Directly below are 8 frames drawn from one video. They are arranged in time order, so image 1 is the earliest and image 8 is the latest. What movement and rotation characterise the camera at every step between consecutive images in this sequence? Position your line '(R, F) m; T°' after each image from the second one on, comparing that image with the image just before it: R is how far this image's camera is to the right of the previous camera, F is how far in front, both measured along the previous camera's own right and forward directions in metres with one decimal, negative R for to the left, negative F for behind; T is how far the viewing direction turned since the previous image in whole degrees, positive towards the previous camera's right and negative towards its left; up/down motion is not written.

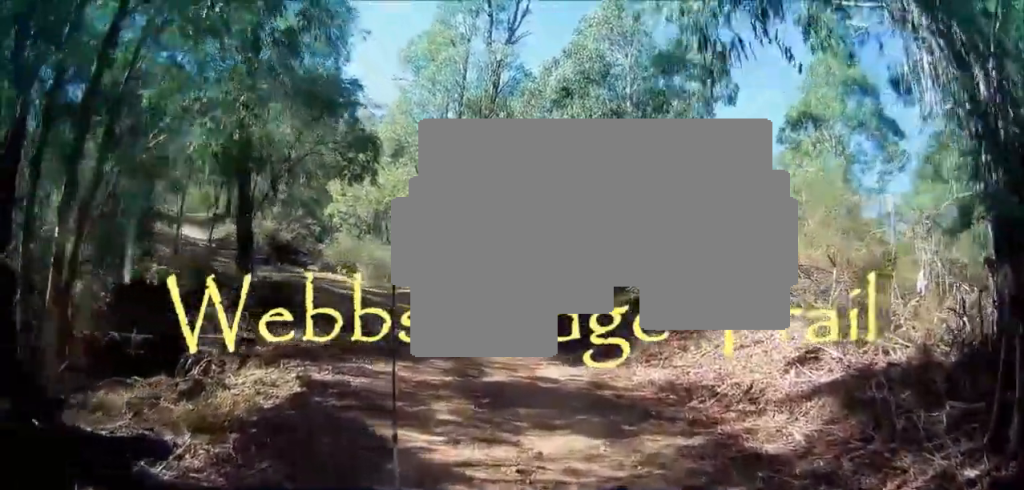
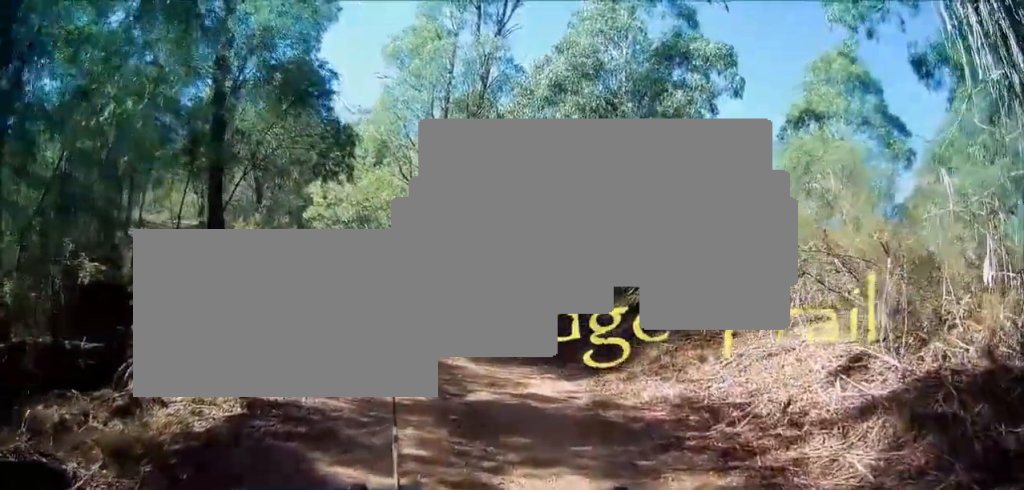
(+0.2, +1.3) m; 0°
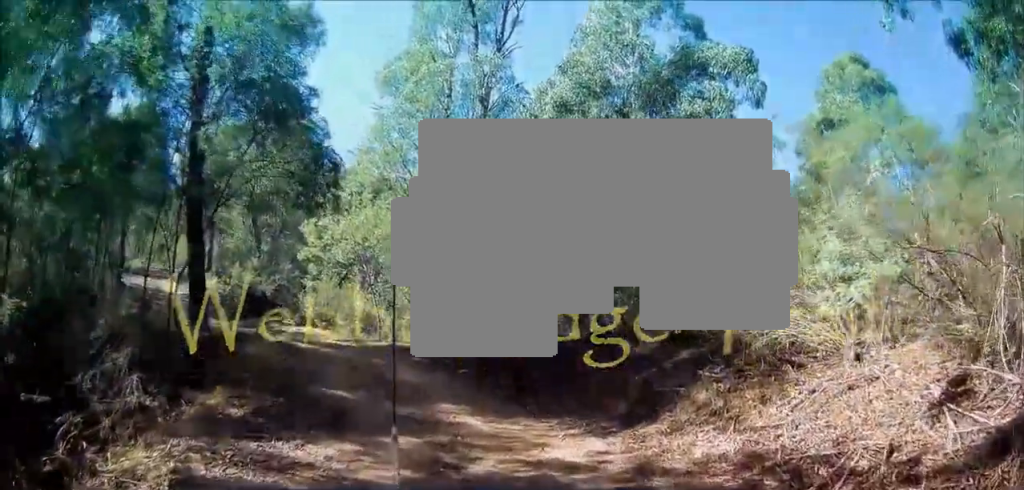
(-0.1, +1.7) m; 0°
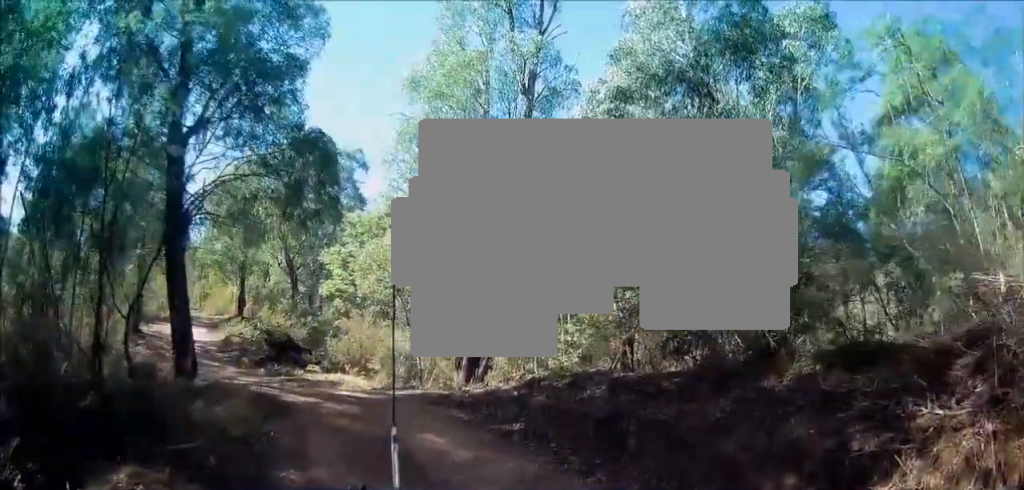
(0.0, +3.5) m; +2°
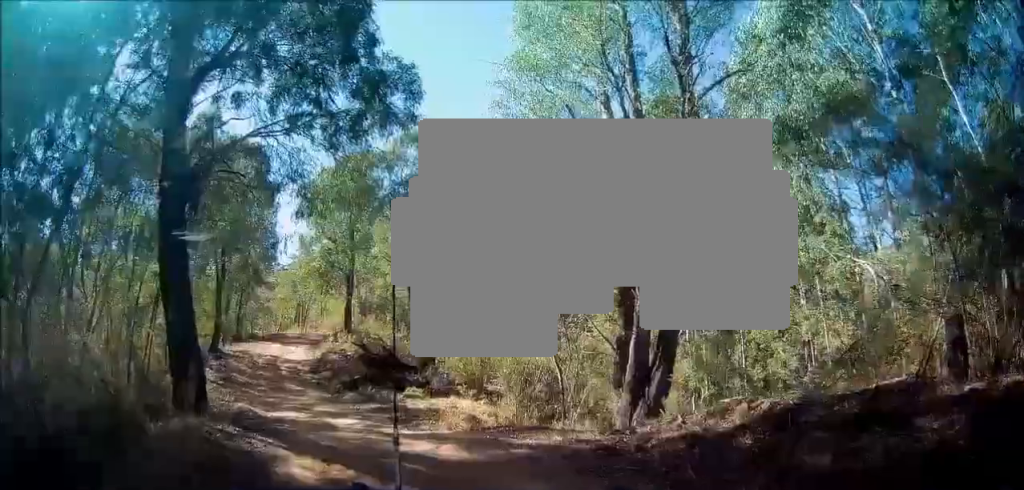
(-0.1, +4.8) m; -7°
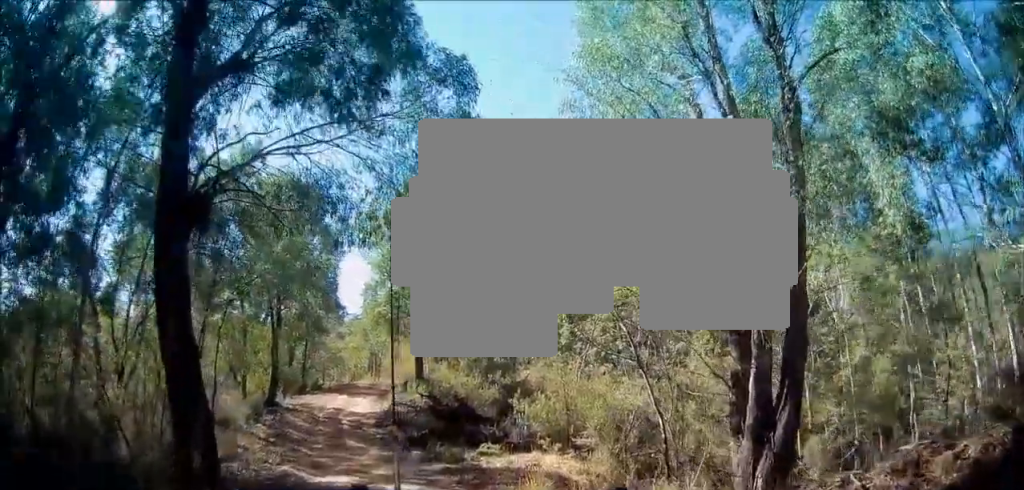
(-0.1, +2.1) m; -9°
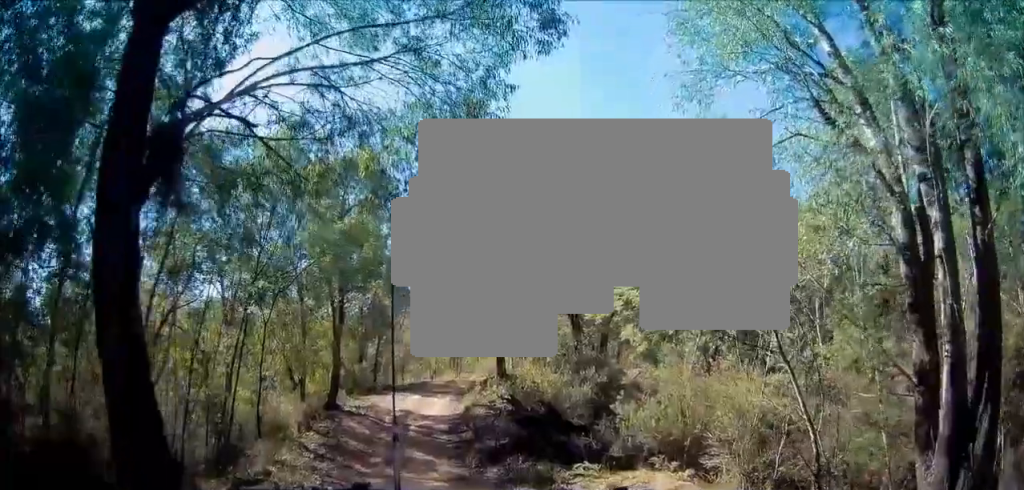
(-0.4, +3.3) m; -5°
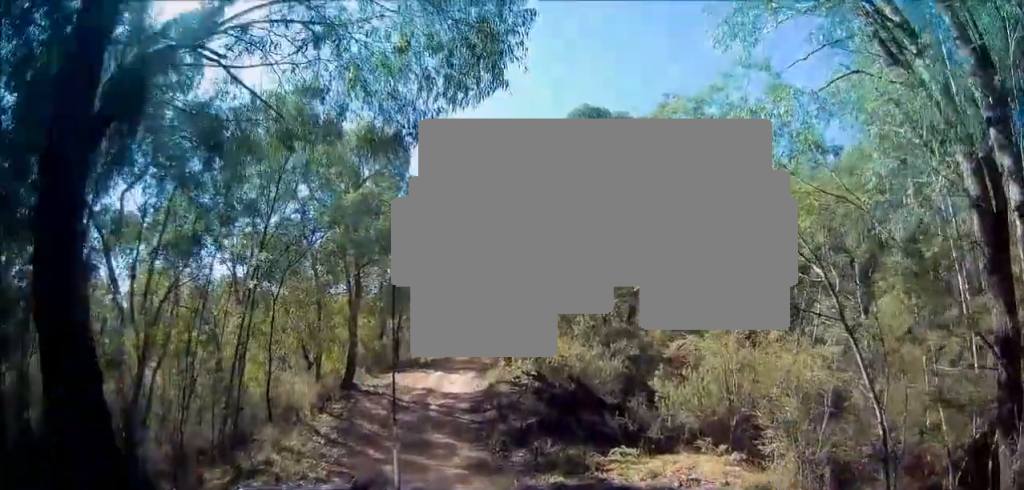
(+0.1, +1.5) m; -4°
